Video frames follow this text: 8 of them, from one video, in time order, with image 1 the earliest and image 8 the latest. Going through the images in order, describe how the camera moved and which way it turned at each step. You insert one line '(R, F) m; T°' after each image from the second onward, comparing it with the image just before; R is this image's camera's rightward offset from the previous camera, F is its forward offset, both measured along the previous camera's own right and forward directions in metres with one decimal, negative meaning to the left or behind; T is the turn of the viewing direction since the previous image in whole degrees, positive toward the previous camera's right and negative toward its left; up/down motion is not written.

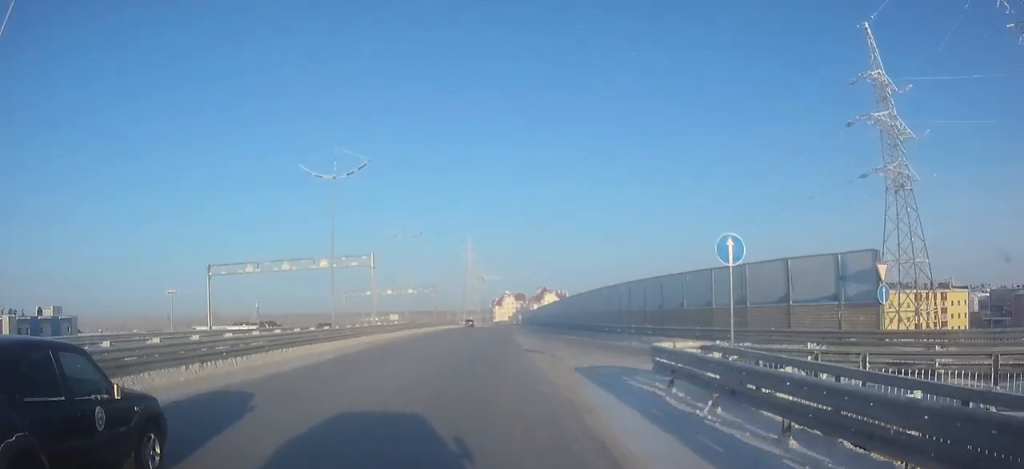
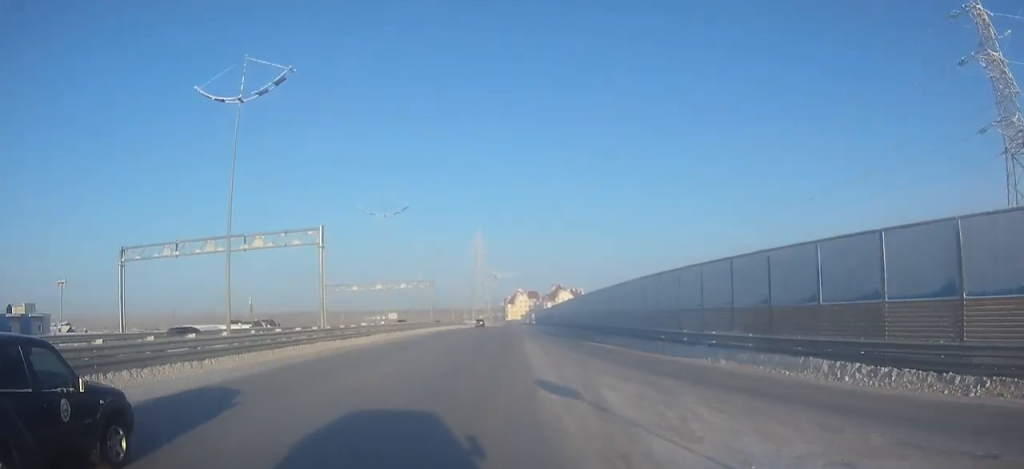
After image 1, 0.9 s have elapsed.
(-0.1, +15.5) m; -1°
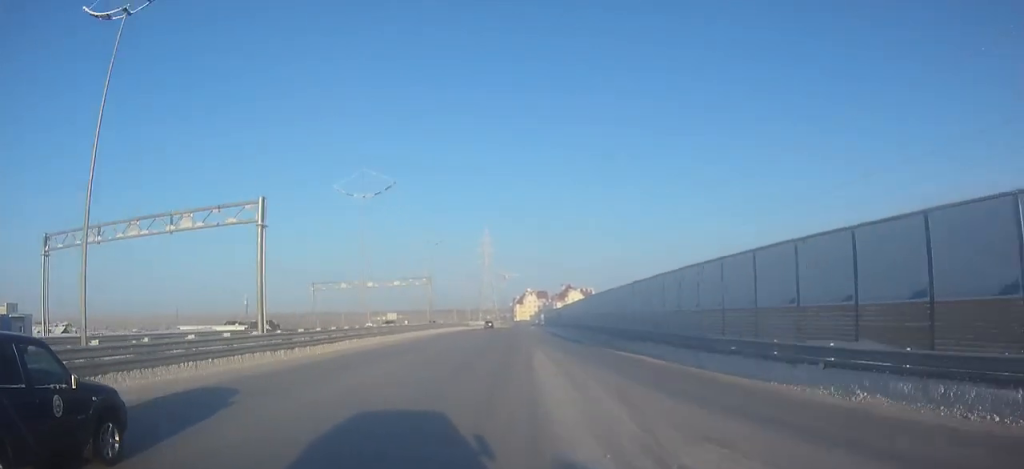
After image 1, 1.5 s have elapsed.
(0.0, +9.4) m; 0°
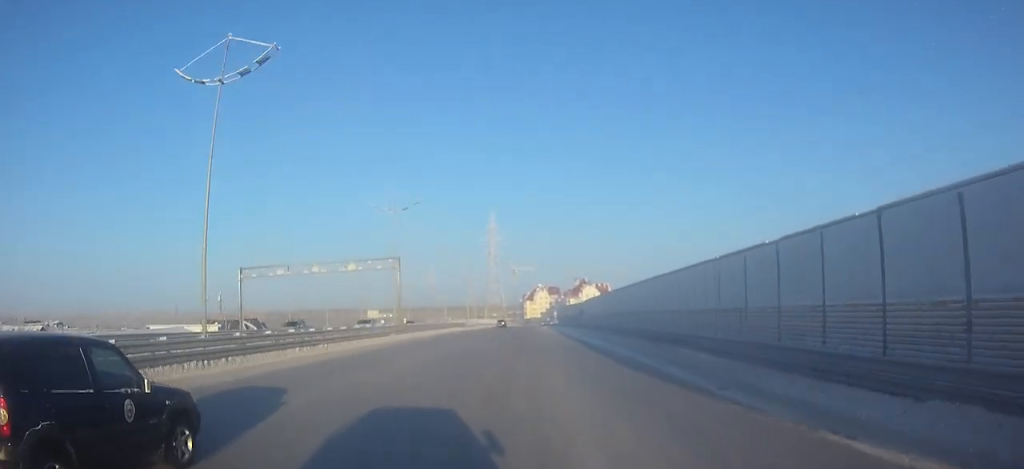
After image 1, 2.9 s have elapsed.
(-0.1, +23.4) m; 0°
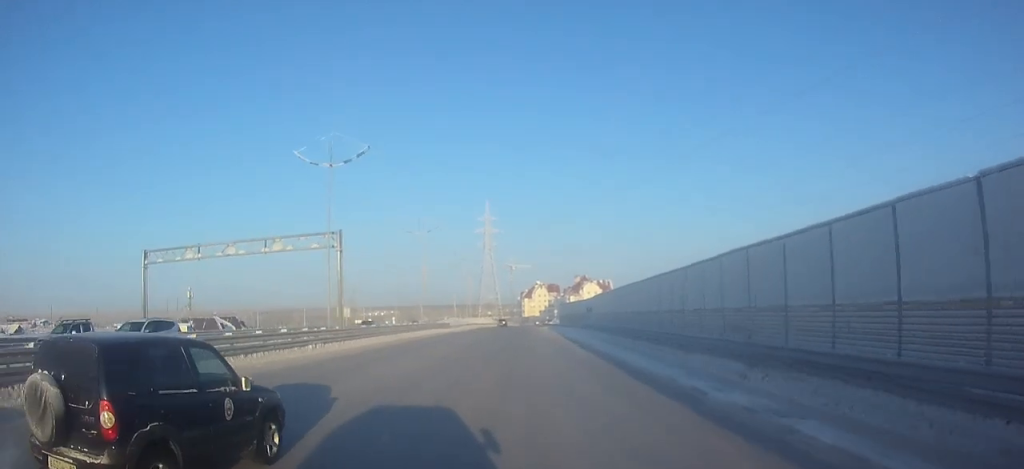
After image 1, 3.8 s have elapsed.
(0.0, +15.6) m; 0°
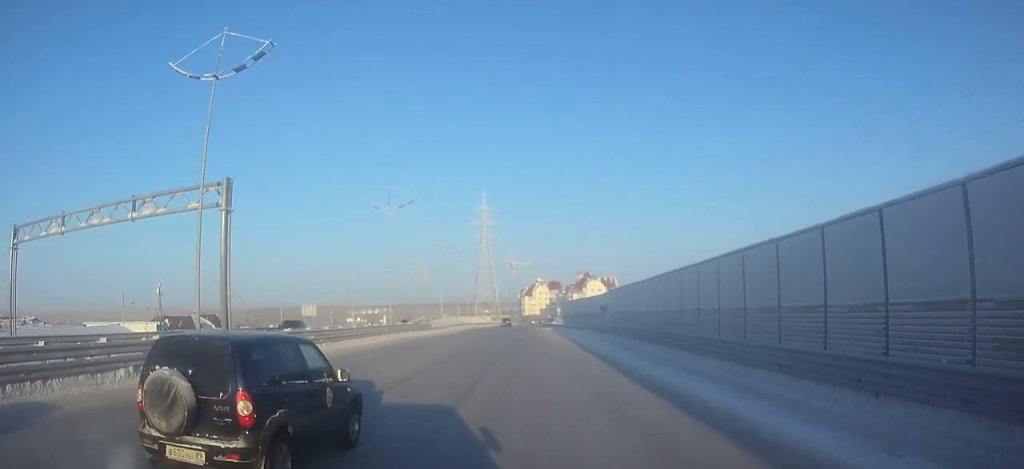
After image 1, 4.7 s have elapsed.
(0.0, +14.4) m; 0°
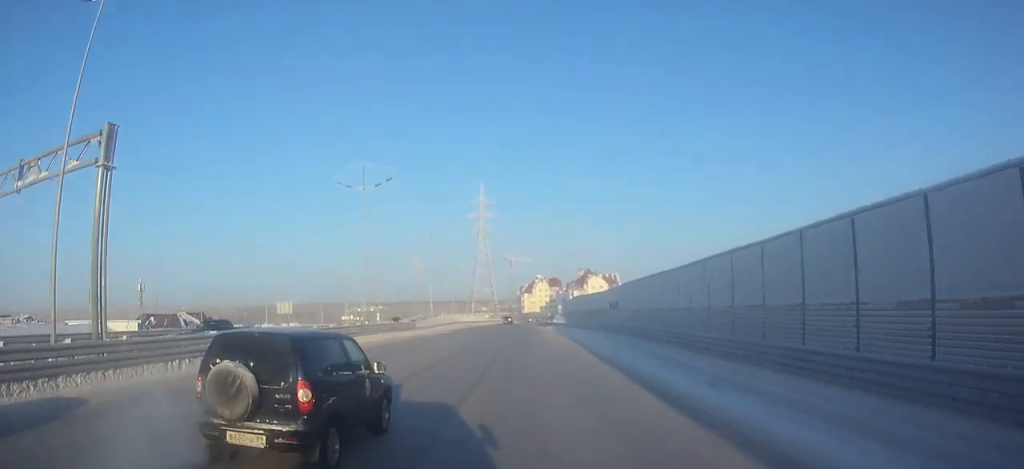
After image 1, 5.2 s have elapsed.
(0.0, +7.7) m; 0°
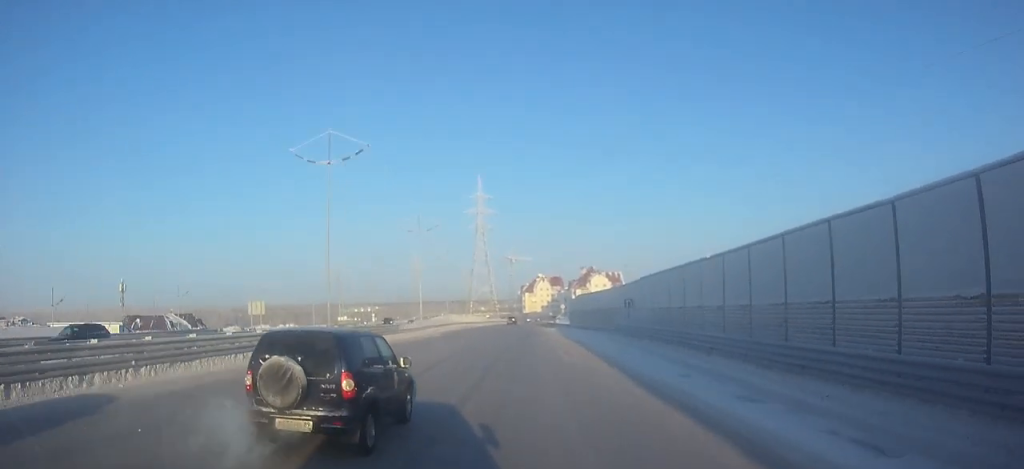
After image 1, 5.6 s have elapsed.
(0.0, +7.7) m; 0°
